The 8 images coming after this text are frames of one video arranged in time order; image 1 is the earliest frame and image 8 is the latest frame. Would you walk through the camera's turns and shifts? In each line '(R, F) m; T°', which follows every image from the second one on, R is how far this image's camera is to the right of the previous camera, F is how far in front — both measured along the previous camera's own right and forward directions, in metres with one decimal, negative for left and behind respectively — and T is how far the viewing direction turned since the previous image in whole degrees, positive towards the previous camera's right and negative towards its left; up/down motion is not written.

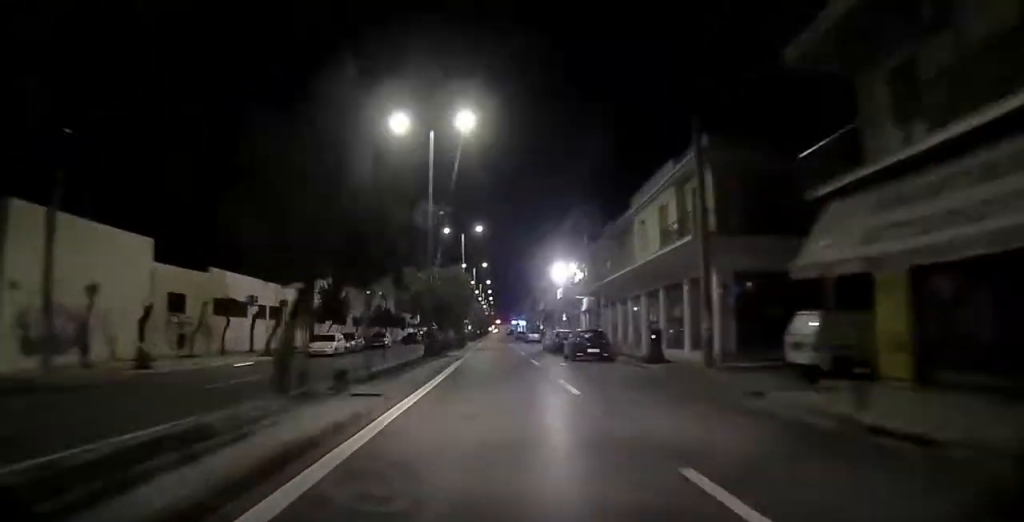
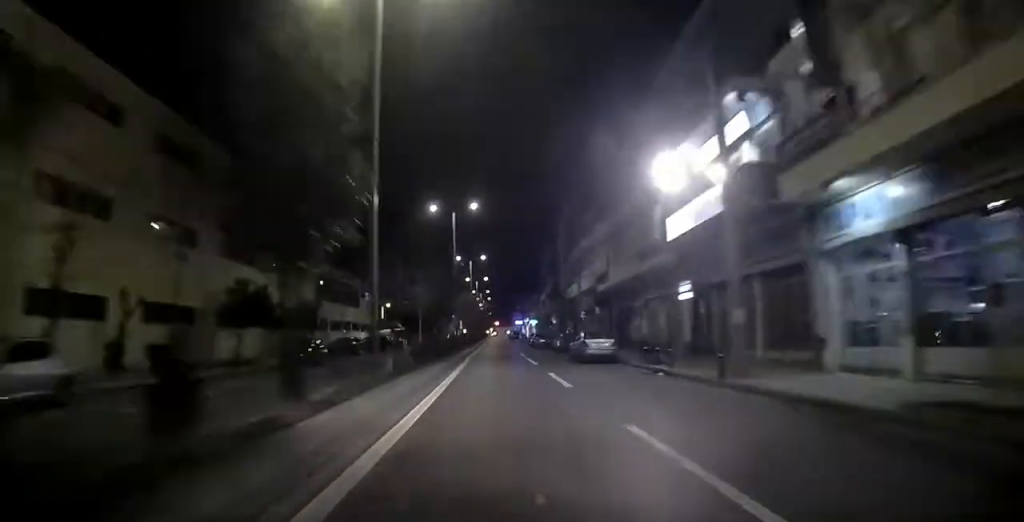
(+0.1, +41.8) m; 0°
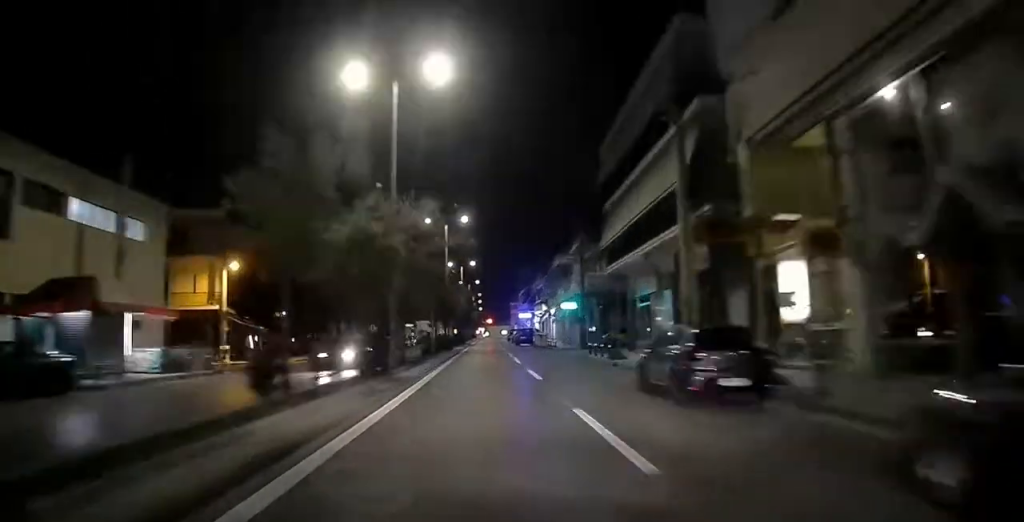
(+0.1, +54.4) m; 0°
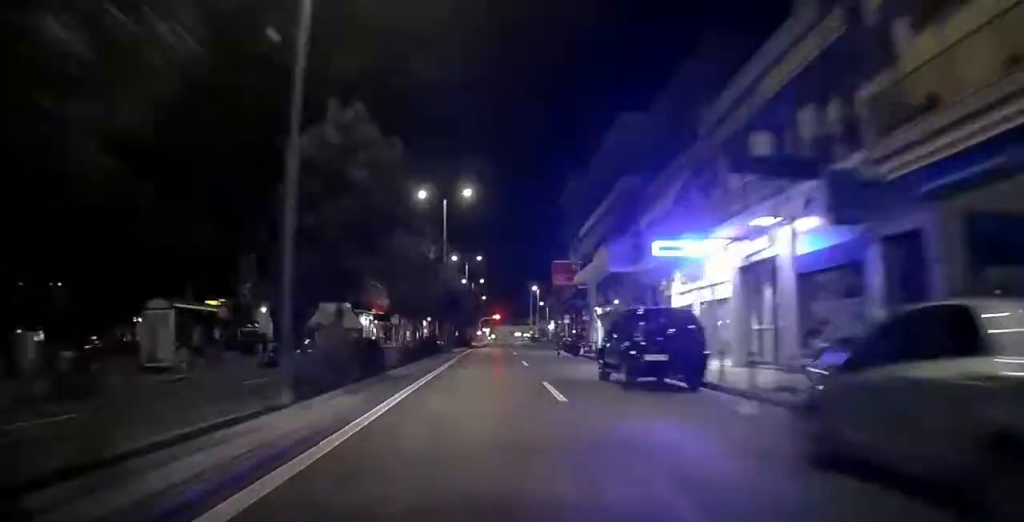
(+0.3, +72.8) m; +1°
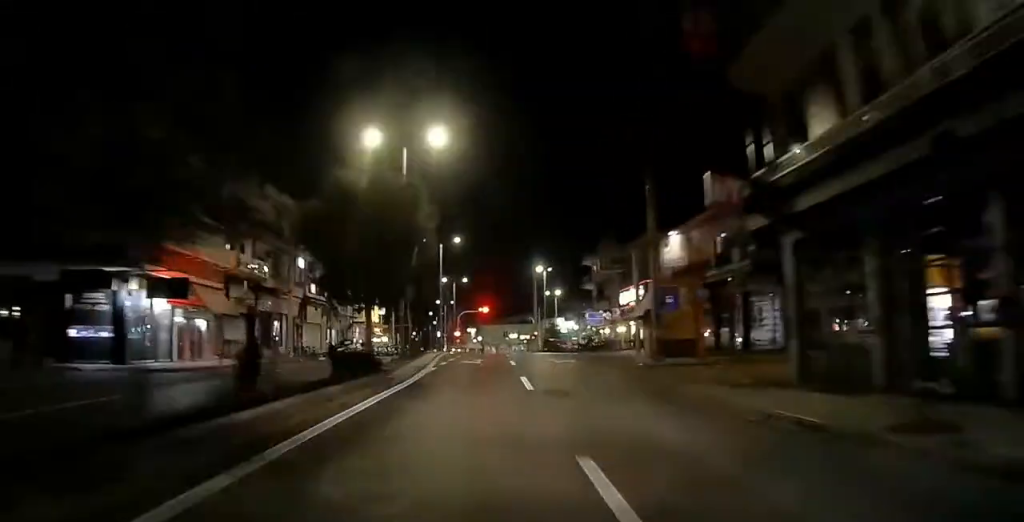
(+0.2, +47.6) m; 0°
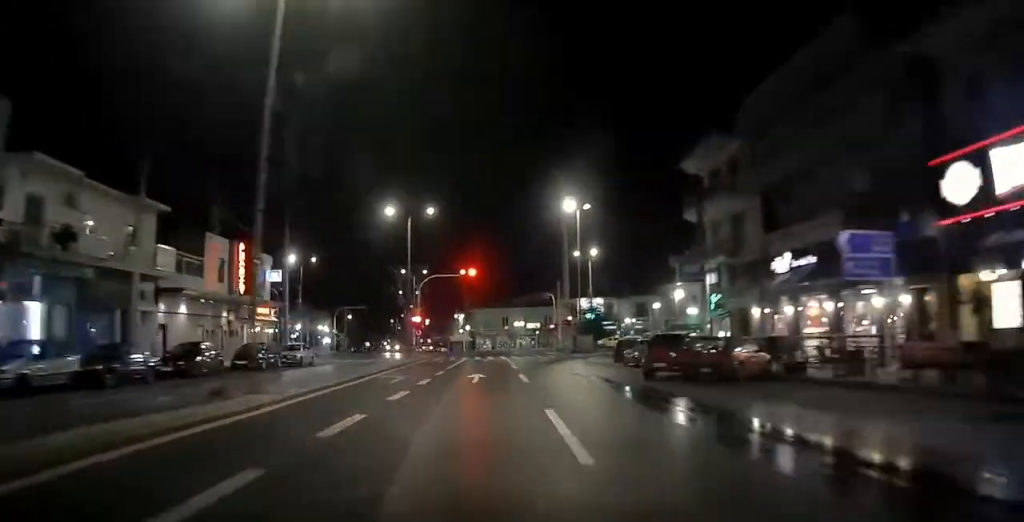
(+0.2, +47.0) m; 0°
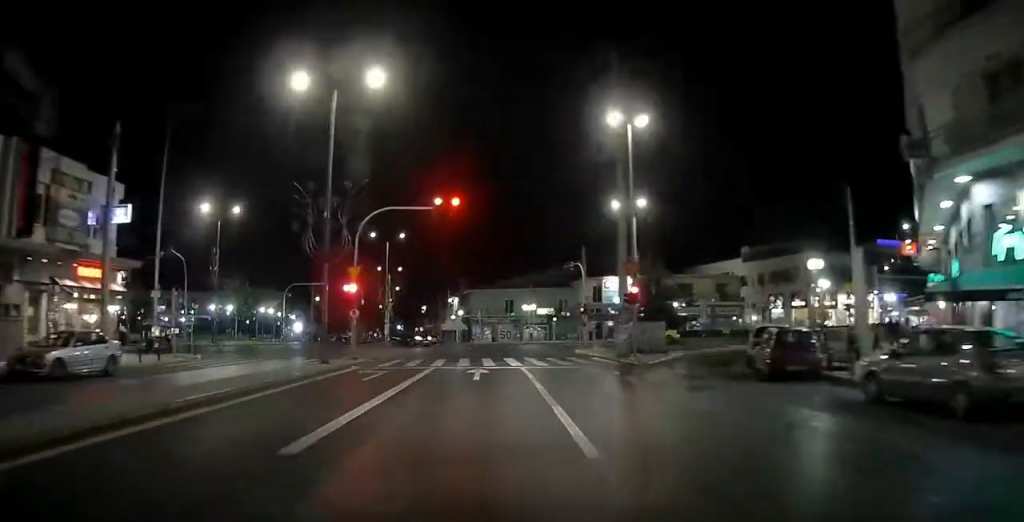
(-0.1, +4.8) m; -1°
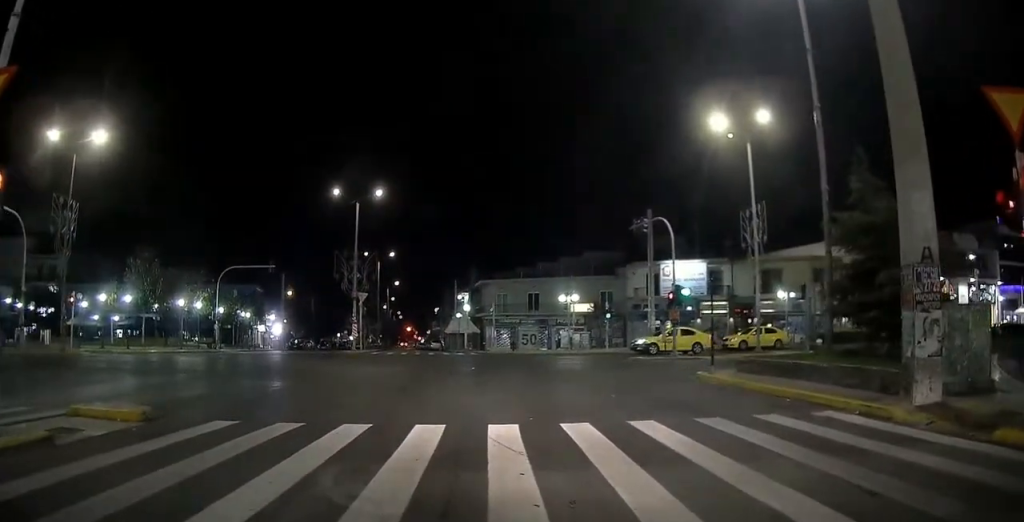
(-2.2, +21.6) m; -9°
